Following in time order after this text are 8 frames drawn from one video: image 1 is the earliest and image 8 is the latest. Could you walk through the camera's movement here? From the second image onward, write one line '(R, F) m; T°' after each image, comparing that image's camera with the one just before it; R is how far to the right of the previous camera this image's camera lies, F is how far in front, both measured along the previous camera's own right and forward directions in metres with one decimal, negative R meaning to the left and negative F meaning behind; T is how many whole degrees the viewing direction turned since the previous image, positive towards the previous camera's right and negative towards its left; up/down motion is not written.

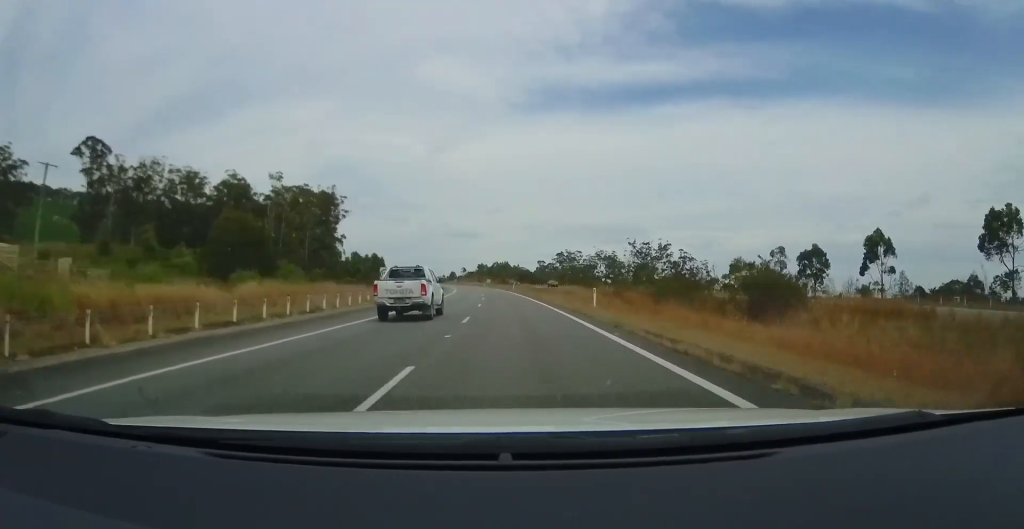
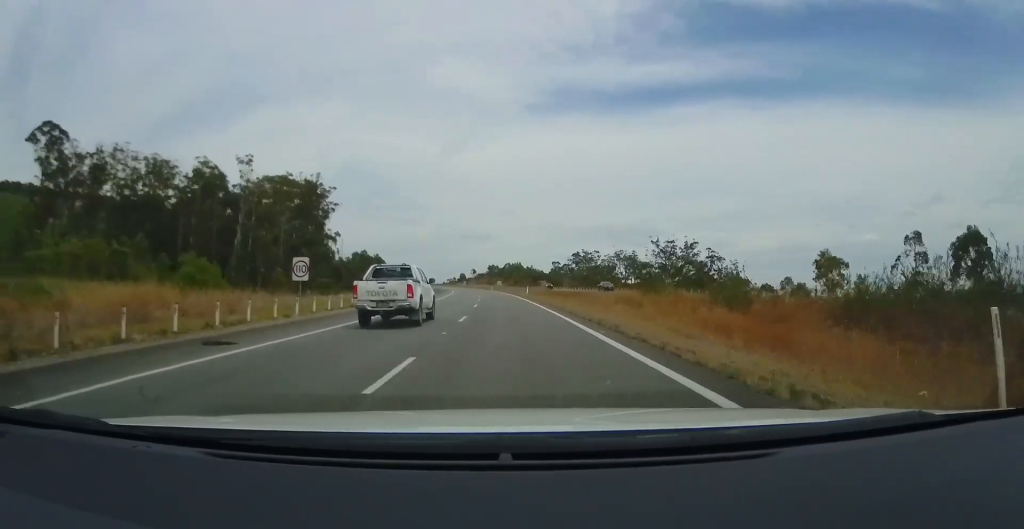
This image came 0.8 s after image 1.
(-0.2, +23.3) m; -1°
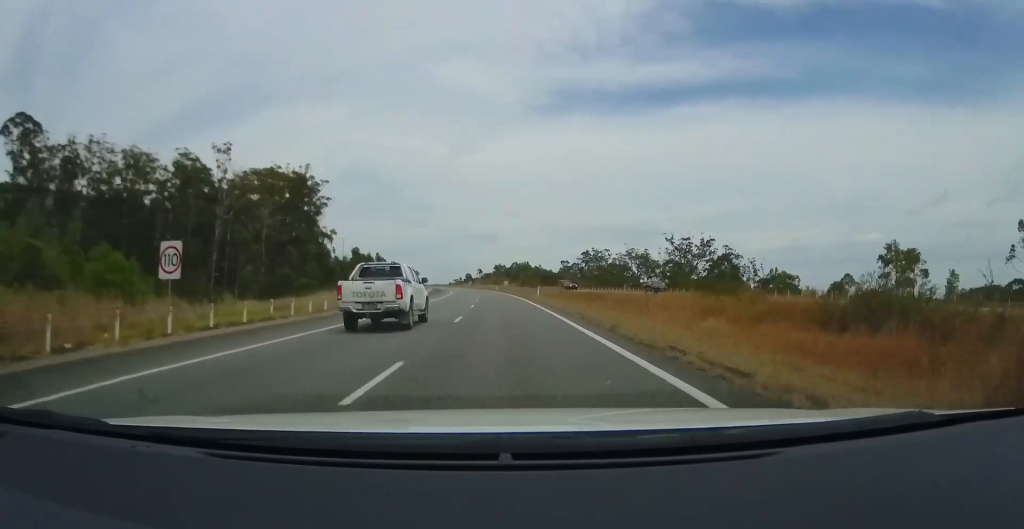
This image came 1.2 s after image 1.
(0.0, +12.8) m; 0°
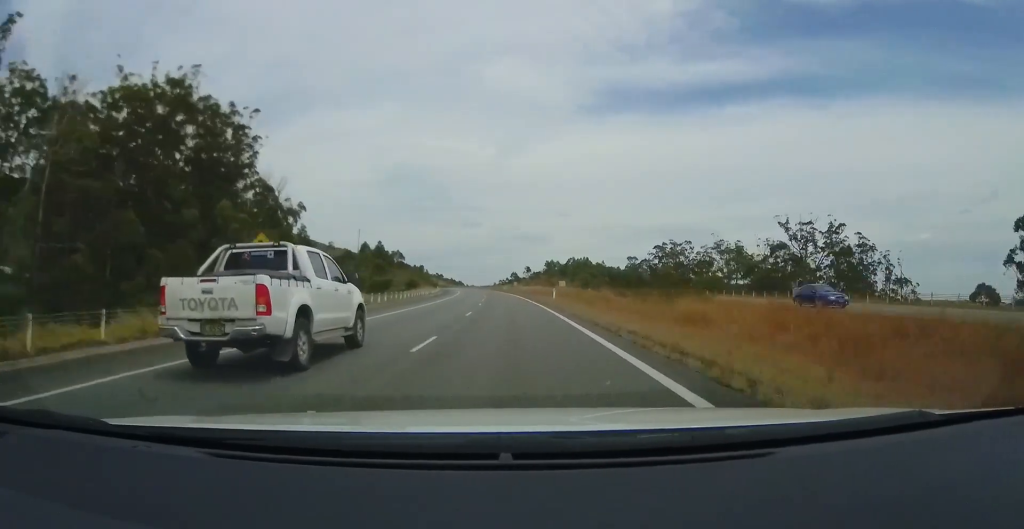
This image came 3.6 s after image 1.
(-3.7, +67.2) m; -7°
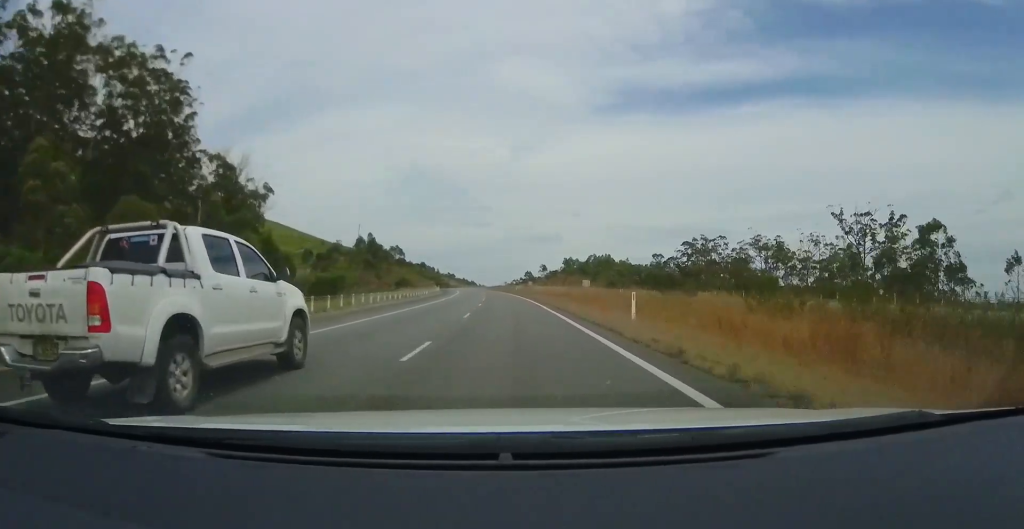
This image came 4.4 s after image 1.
(-0.4, +25.6) m; -2°
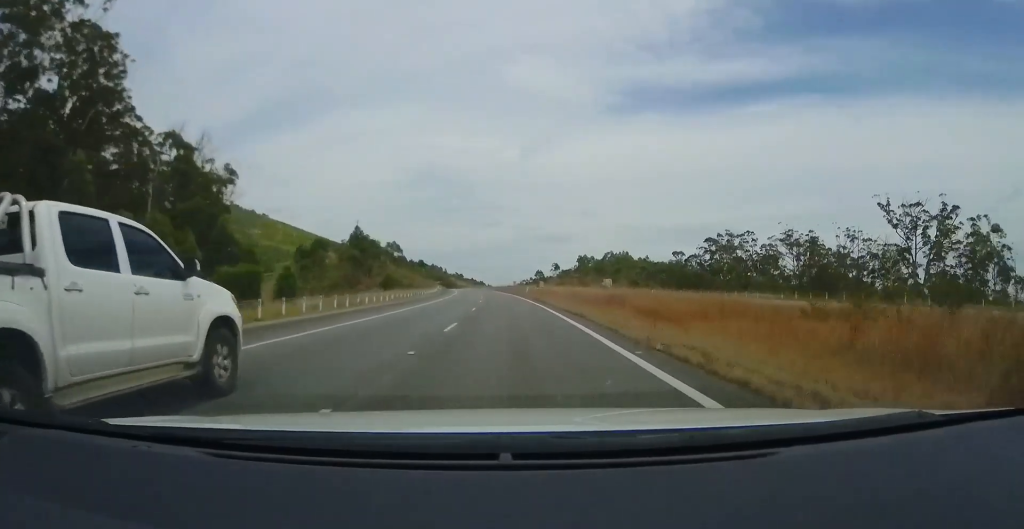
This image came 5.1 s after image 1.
(-0.3, +18.7) m; -1°
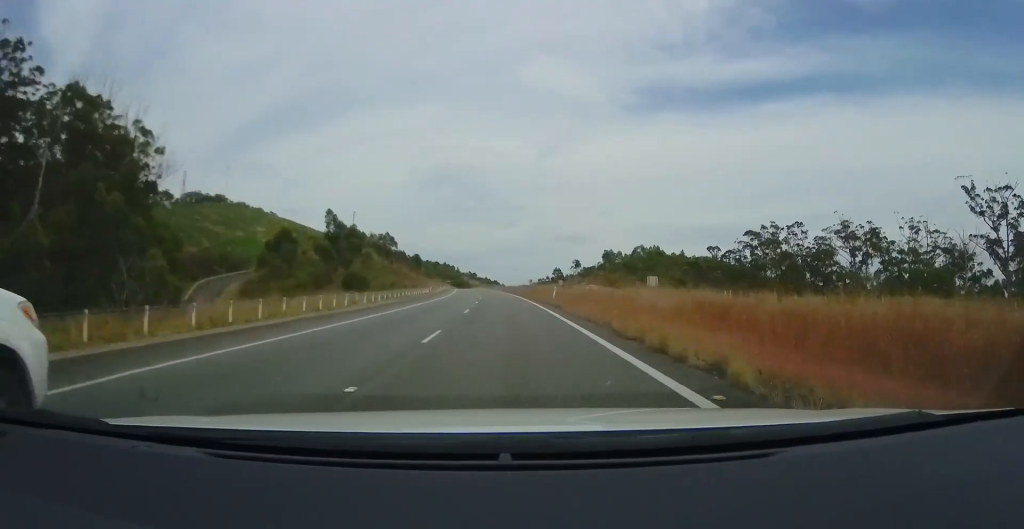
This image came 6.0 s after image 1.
(-0.3, +26.9) m; -1°
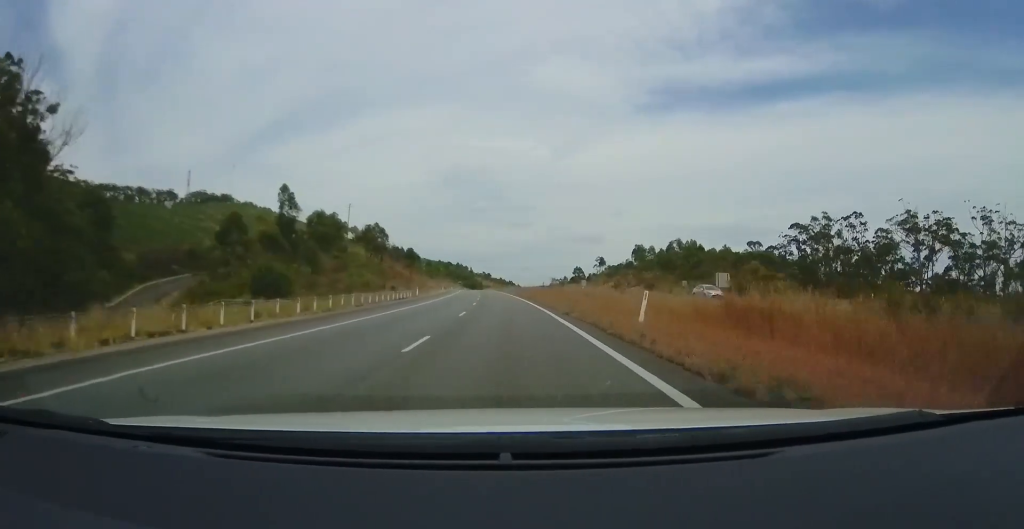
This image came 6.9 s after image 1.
(-0.3, +25.8) m; -1°
